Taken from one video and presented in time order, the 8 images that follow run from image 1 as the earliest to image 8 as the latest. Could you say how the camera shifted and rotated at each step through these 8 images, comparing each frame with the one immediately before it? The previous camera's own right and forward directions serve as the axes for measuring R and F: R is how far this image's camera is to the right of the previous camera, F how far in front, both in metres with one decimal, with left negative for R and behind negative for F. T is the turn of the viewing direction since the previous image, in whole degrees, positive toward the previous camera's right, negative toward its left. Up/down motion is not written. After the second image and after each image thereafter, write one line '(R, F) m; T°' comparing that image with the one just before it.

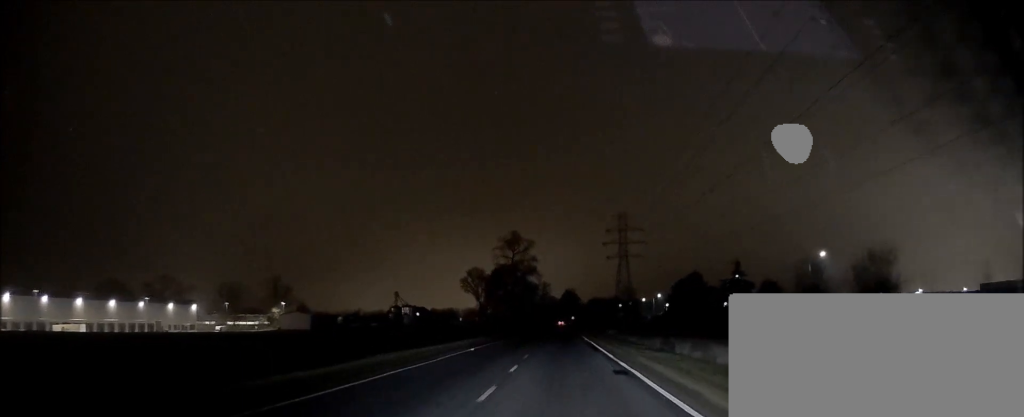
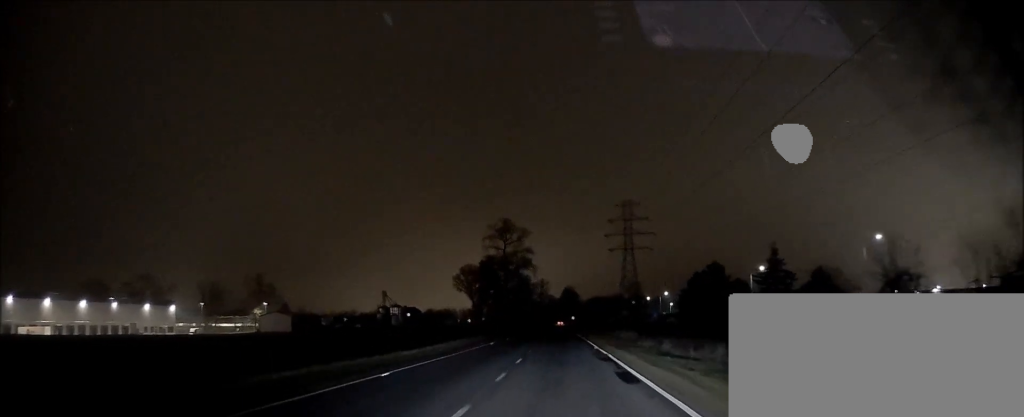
(+0.3, +14.4) m; +1°
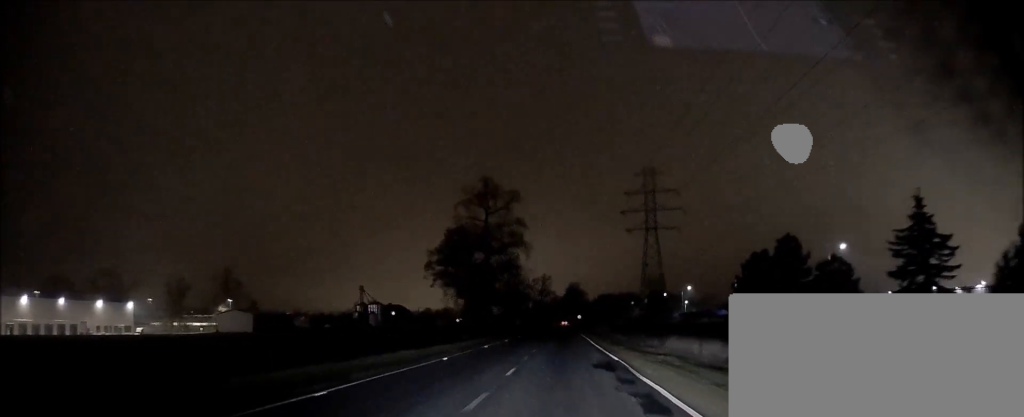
(+0.1, +28.0) m; 0°
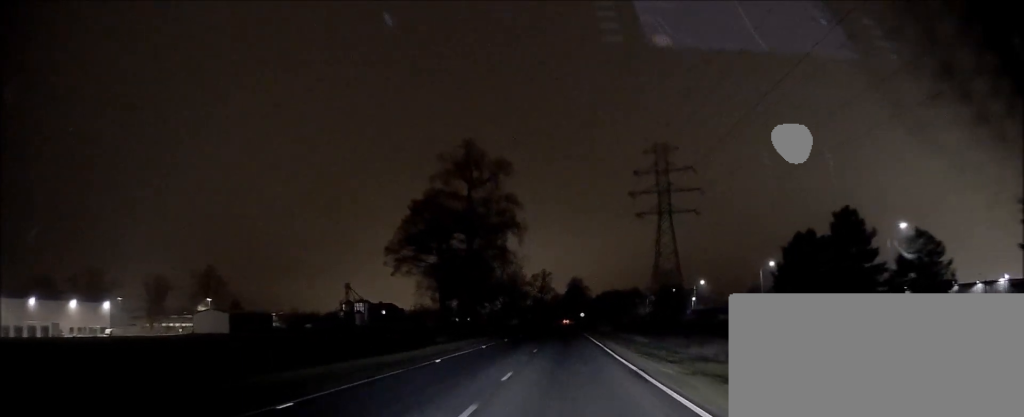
(-0.1, +13.6) m; 0°
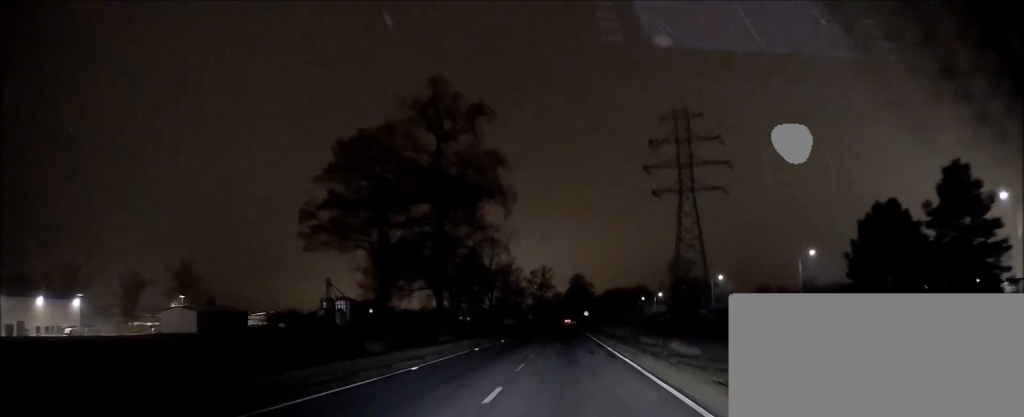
(0.0, +15.7) m; 0°
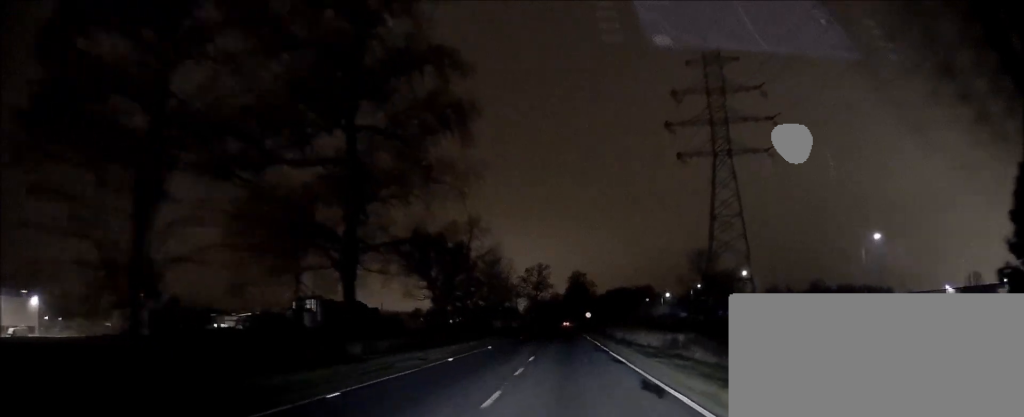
(0.0, +18.4) m; 0°
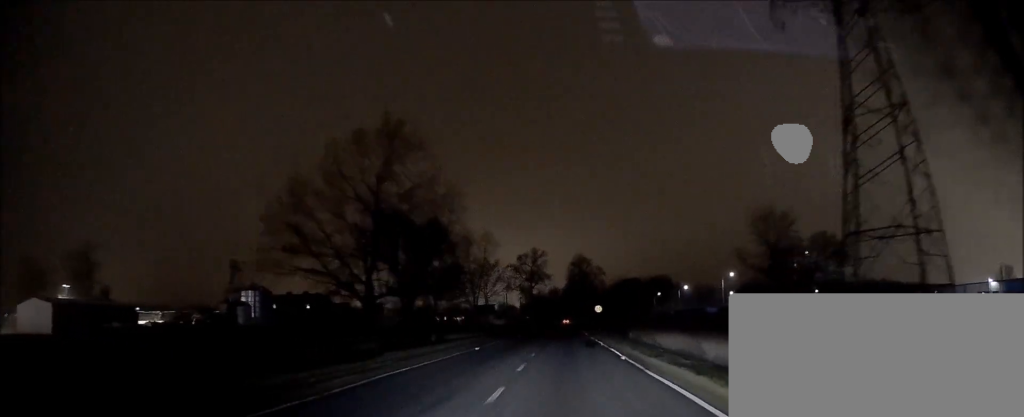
(-0.1, +29.6) m; 0°
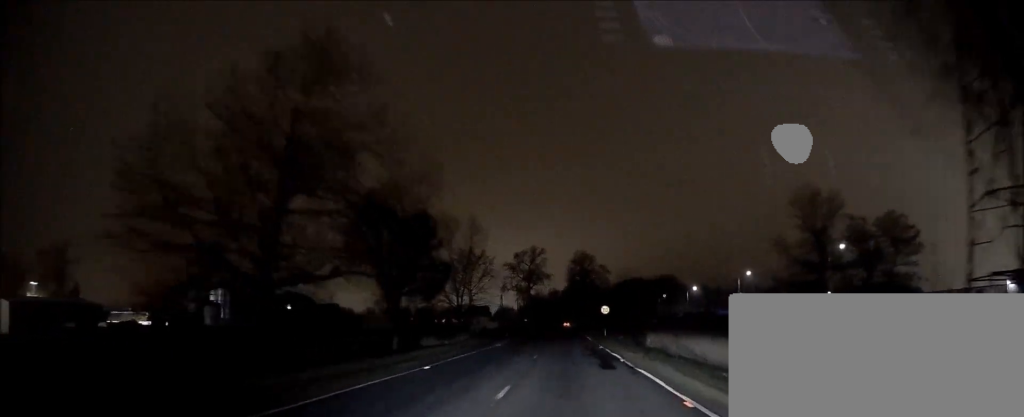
(0.0, +11.1) m; 0°
